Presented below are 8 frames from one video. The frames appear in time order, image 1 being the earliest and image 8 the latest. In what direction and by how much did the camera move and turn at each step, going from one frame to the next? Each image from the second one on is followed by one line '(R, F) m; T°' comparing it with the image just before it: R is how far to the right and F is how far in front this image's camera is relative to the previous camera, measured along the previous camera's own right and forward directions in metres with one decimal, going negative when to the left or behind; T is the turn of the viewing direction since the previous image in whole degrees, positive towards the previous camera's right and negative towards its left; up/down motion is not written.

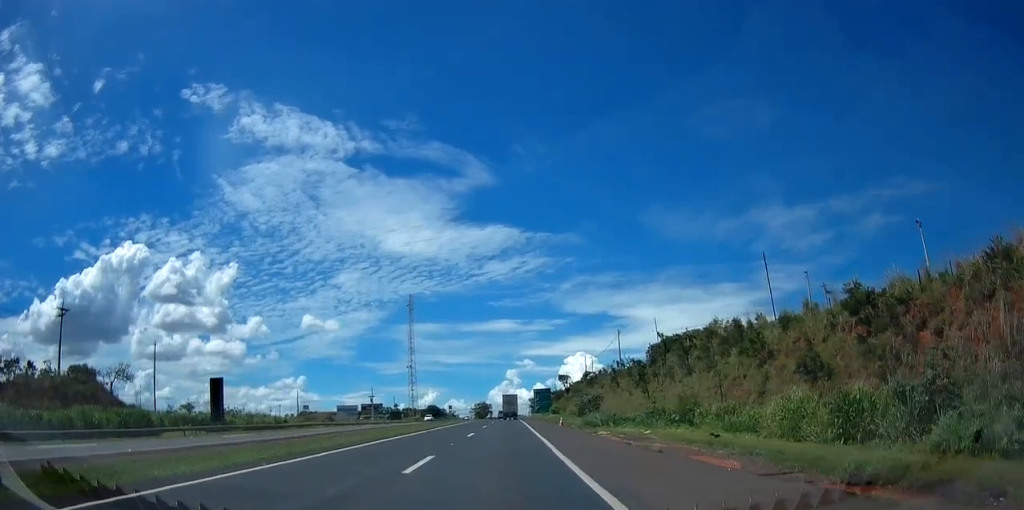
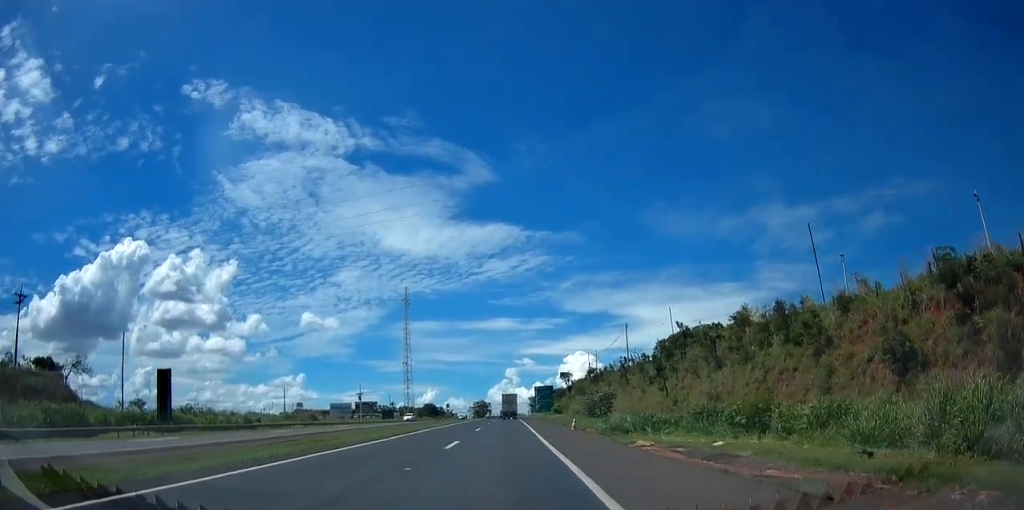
(-0.5, +9.4) m; -1°
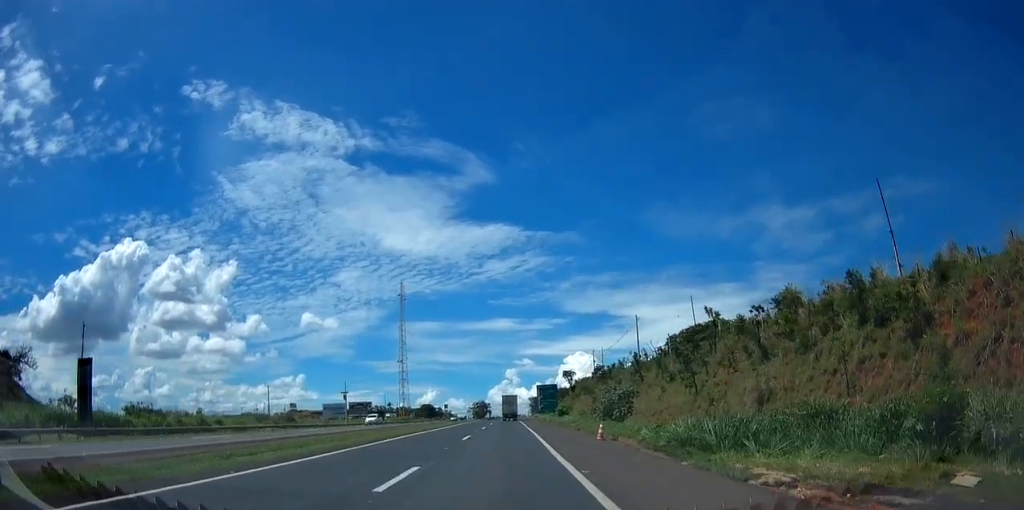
(-0.3, +10.7) m; 0°
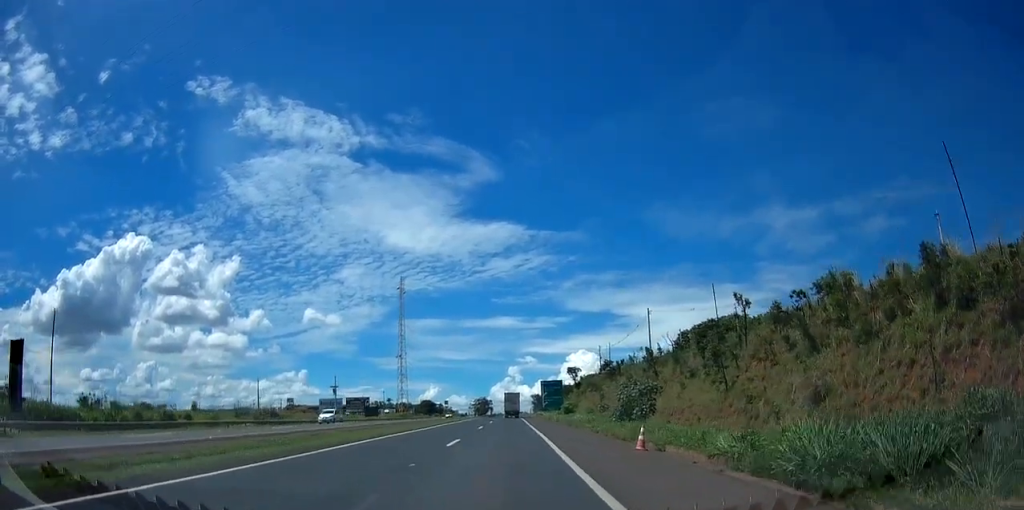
(+0.2, +7.5) m; +1°
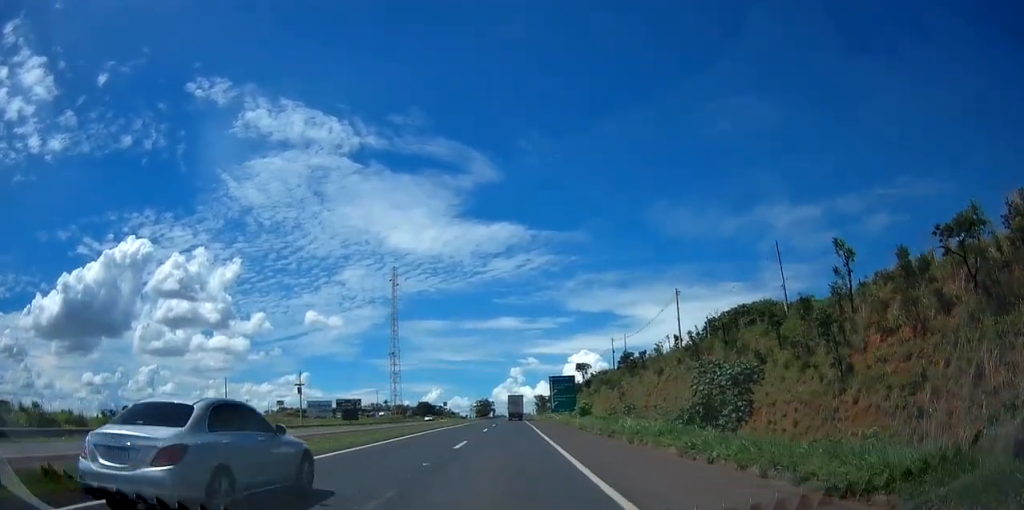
(+0.1, +17.9) m; 0°
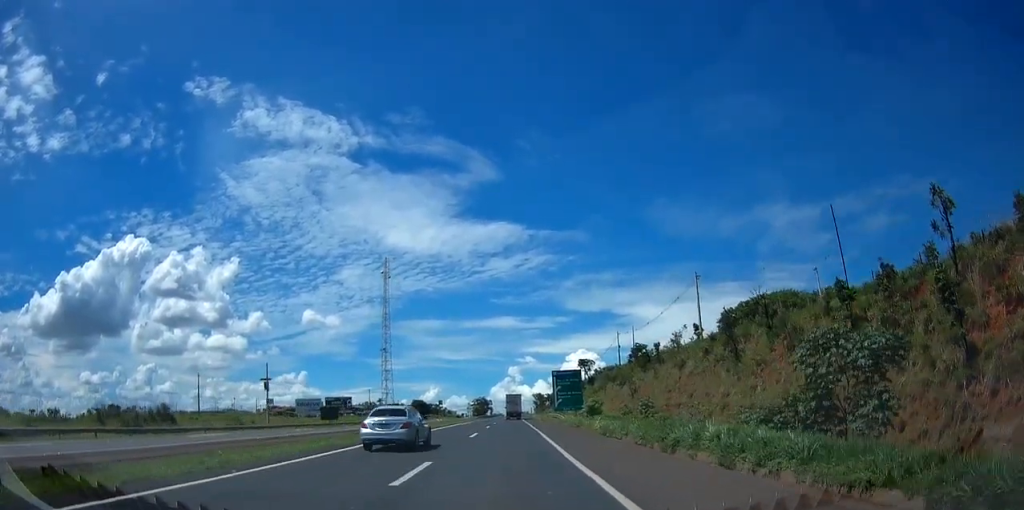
(0.0, +10.8) m; 0°
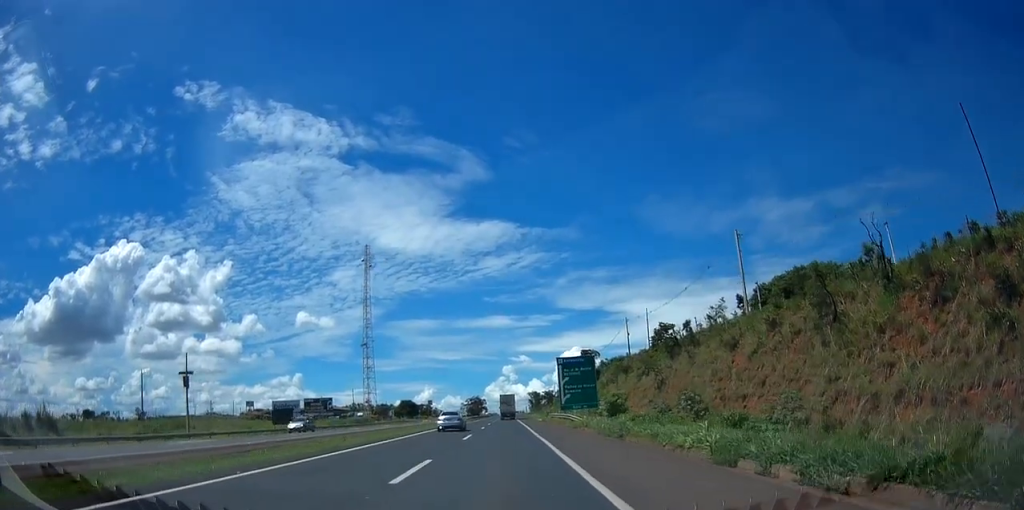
(0.0, +18.0) m; 0°
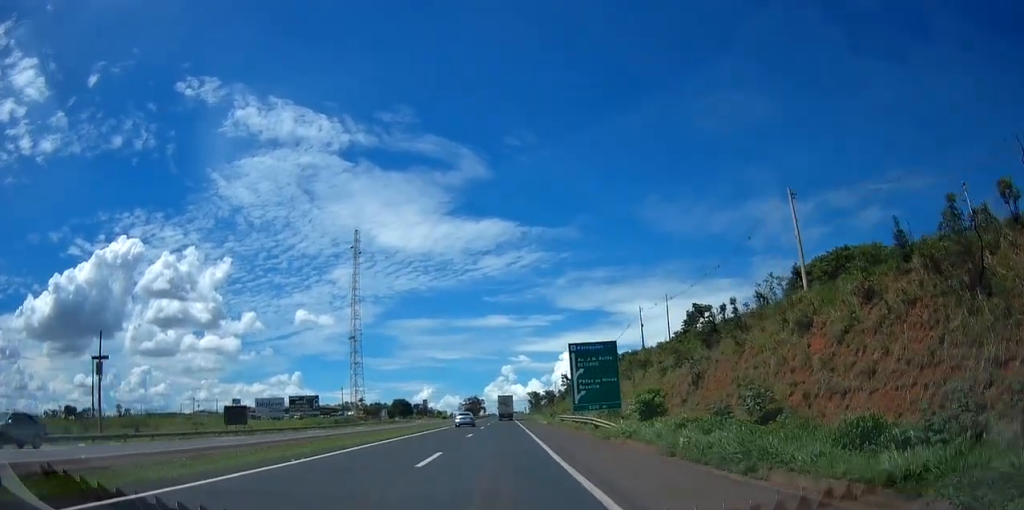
(0.0, +13.4) m; 0°
